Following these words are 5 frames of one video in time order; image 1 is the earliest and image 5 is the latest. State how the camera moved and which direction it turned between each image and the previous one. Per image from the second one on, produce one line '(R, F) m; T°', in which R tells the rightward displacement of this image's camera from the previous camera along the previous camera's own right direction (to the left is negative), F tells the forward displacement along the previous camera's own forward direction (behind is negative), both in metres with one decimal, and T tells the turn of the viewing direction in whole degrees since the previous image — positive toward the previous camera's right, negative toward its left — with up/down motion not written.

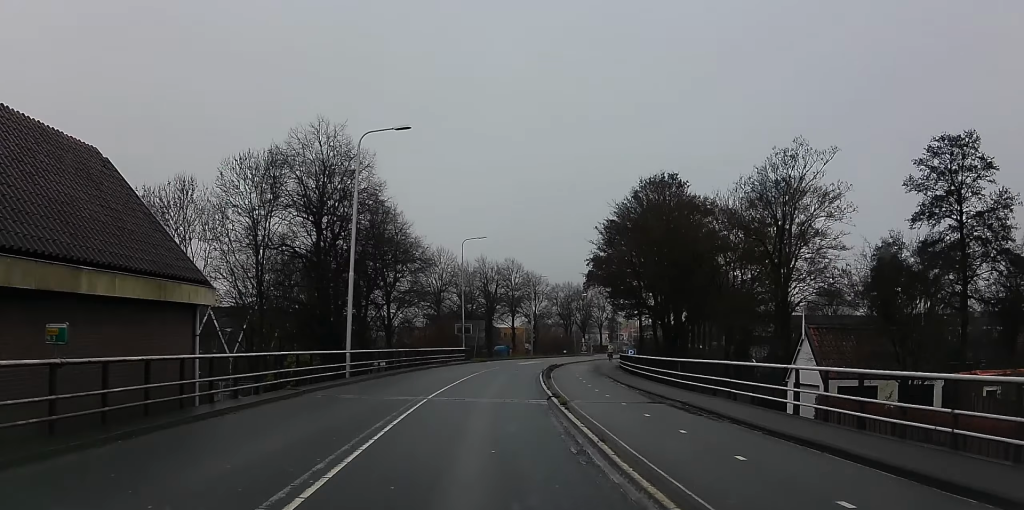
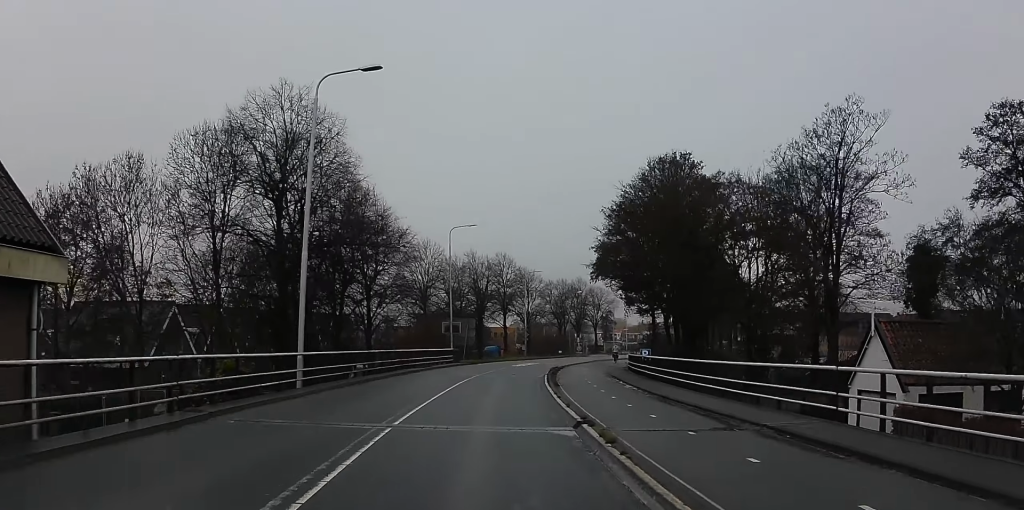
(+0.4, +6.4) m; +3°
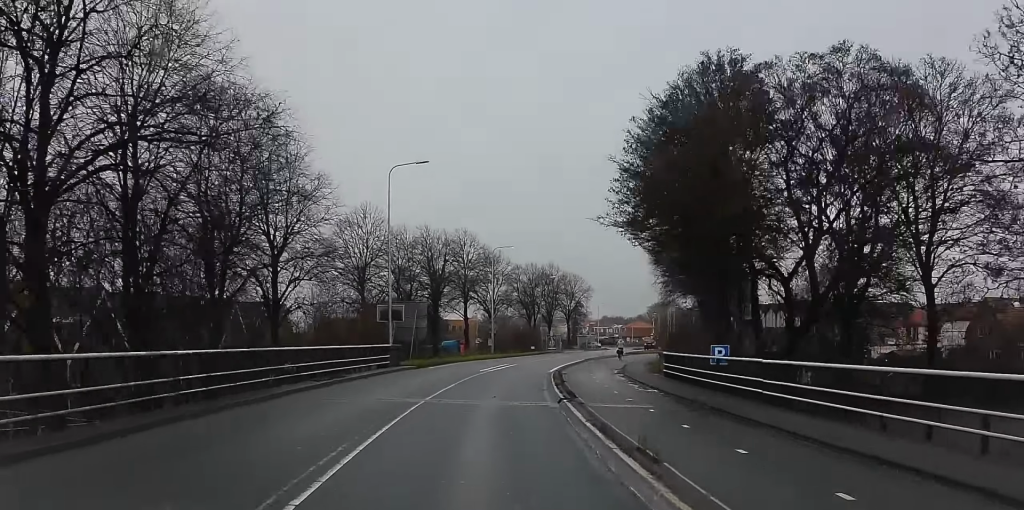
(+0.4, +17.0) m; +5°
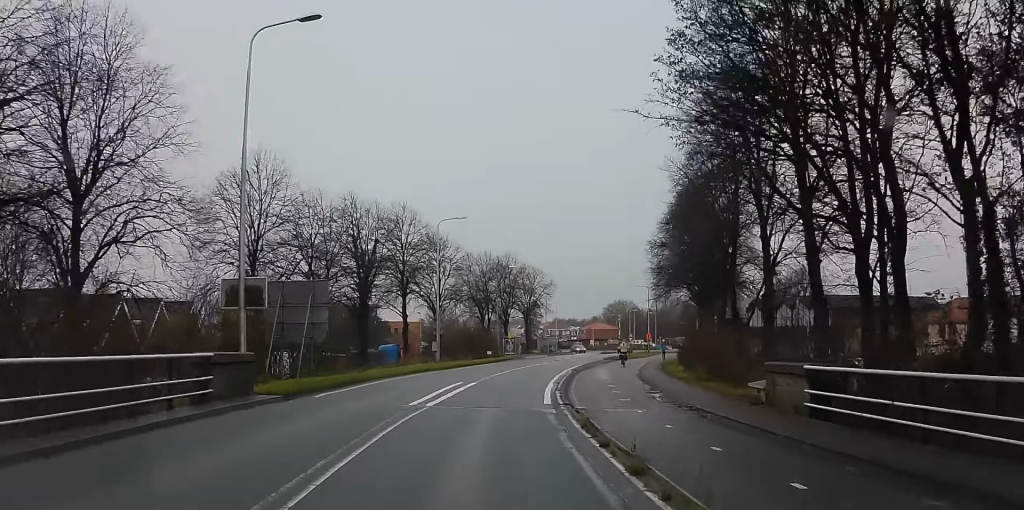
(+1.0, +17.4) m; +2°
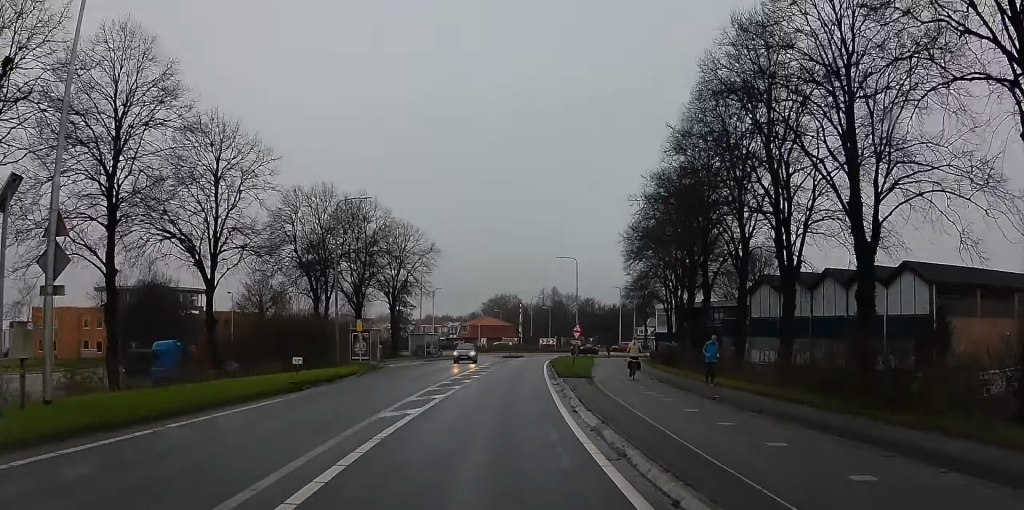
(+1.7, +37.8) m; +8°
